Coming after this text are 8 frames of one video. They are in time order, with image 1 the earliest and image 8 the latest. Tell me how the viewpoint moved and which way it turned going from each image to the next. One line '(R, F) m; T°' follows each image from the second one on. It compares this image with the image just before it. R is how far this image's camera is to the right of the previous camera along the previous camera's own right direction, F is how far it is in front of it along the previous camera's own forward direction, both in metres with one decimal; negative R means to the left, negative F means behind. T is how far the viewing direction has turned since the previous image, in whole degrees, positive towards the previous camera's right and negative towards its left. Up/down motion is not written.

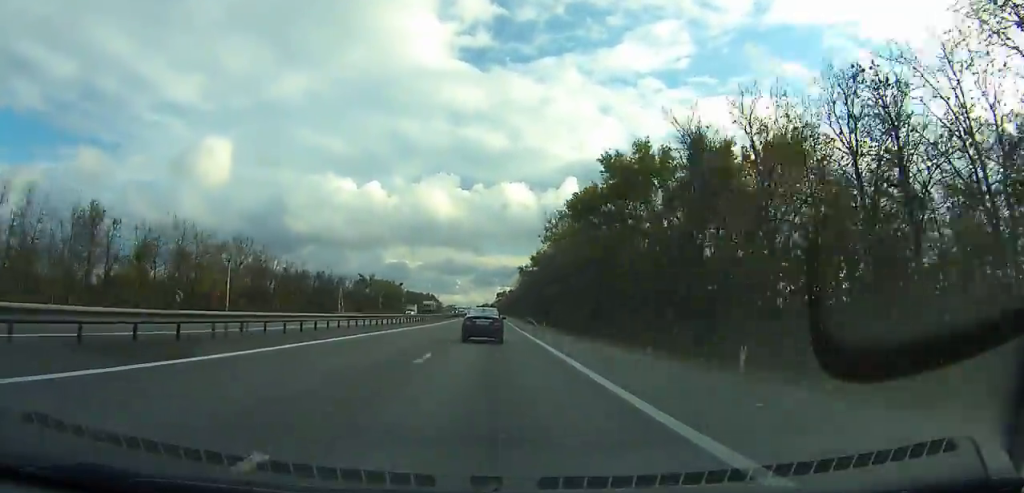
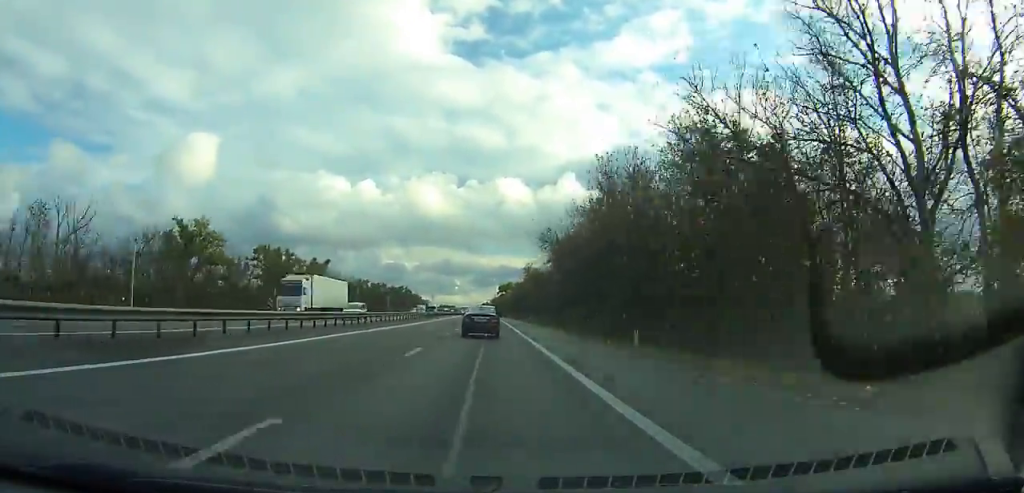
(+0.3, +142.7) m; 0°
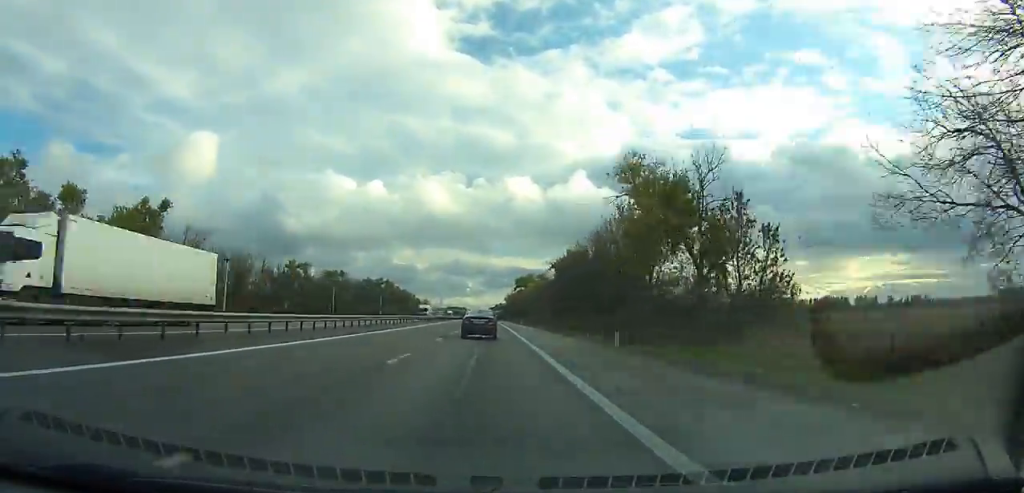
(-0.4, +97.3) m; -1°
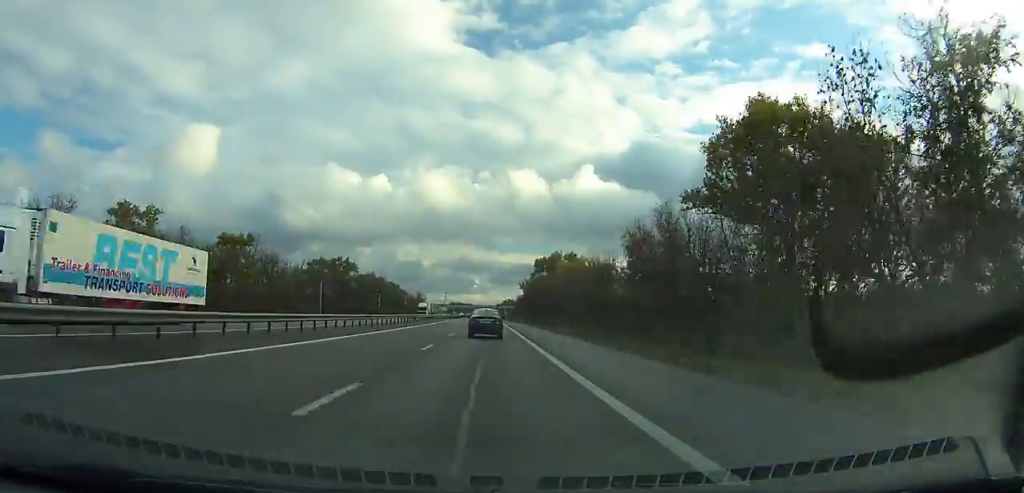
(-0.9, +80.5) m; -1°
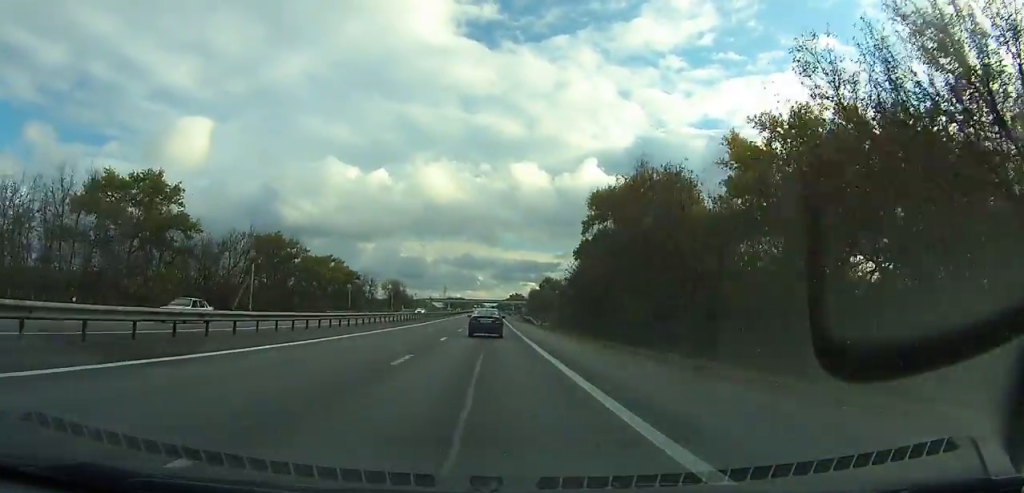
(-0.7, +101.4) m; -1°
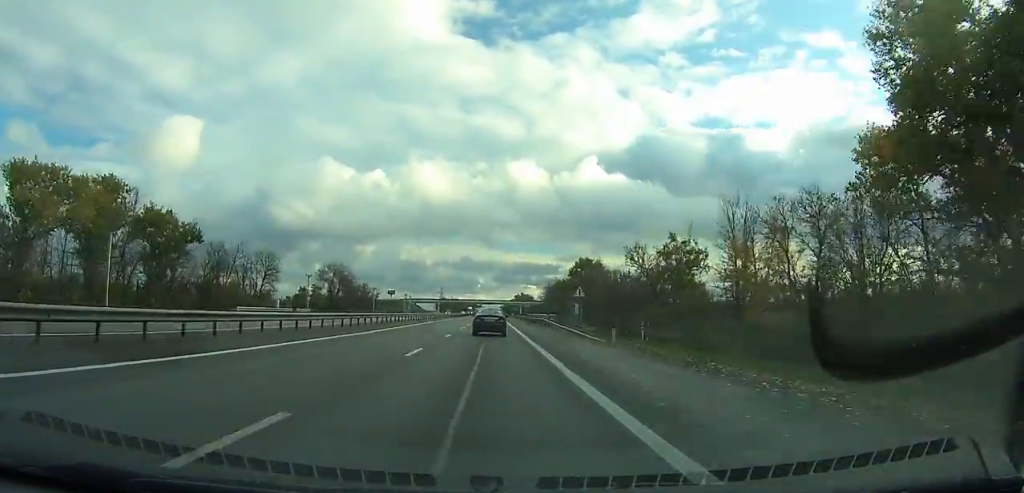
(-0.6, +93.0) m; 0°
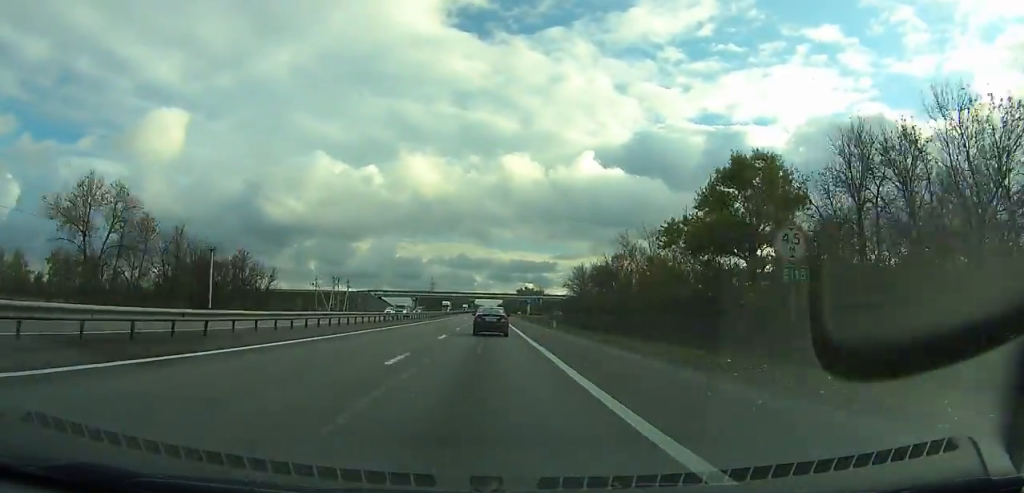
(0.0, +98.3) m; 0°
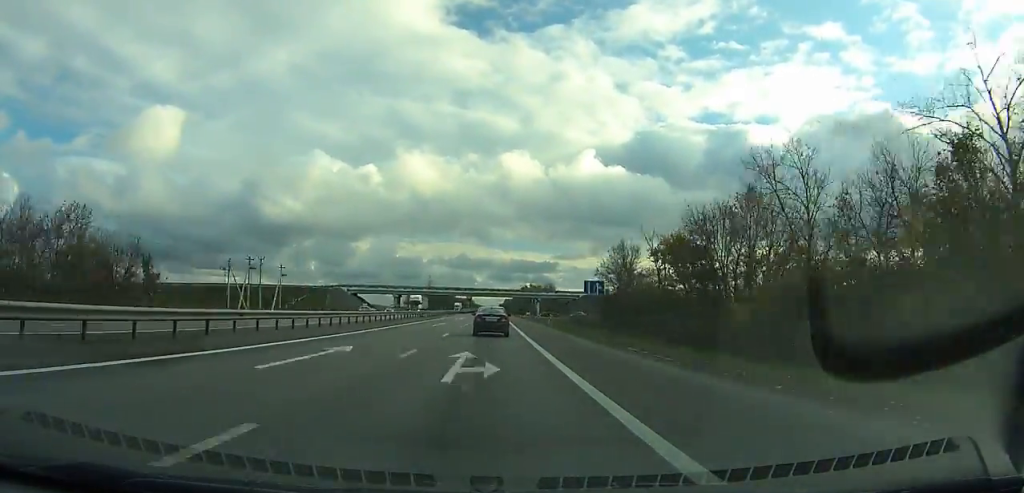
(0.0, +46.0) m; 0°
